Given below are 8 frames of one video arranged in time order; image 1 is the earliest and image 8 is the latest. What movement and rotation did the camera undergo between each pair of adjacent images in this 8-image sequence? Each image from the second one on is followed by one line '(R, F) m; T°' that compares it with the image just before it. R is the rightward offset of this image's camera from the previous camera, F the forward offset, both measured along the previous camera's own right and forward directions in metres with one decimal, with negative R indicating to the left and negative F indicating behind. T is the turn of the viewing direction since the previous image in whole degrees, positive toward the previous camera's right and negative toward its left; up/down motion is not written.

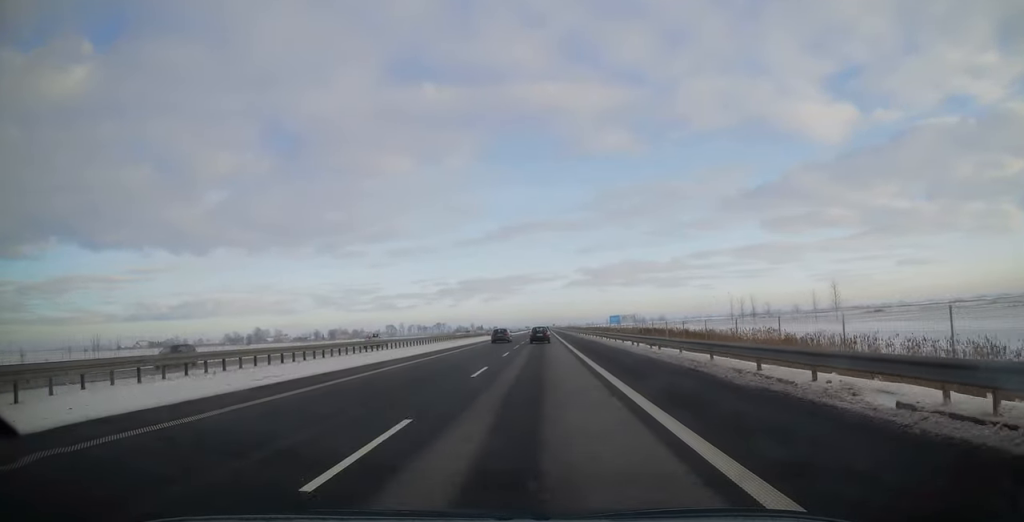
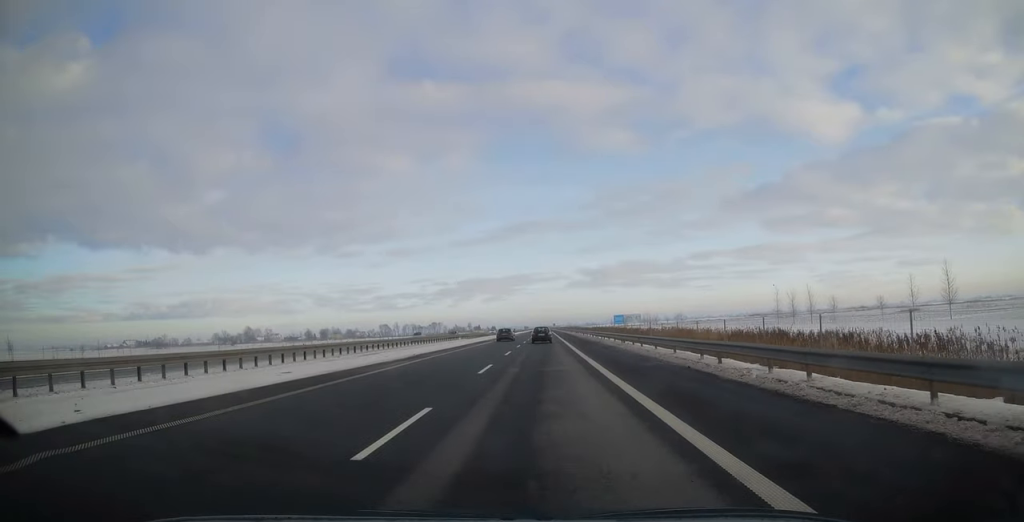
(0.0, +34.6) m; 0°
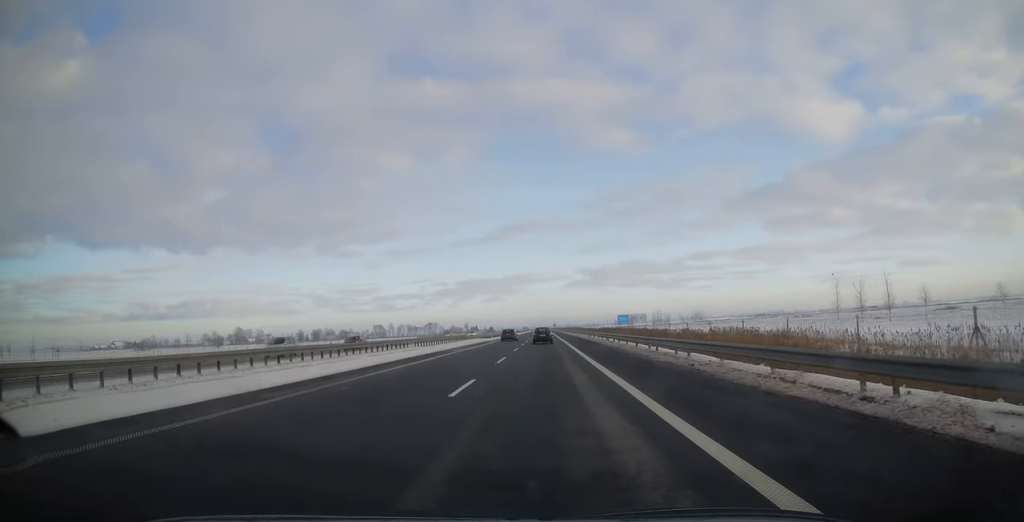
(-0.2, +29.8) m; 0°
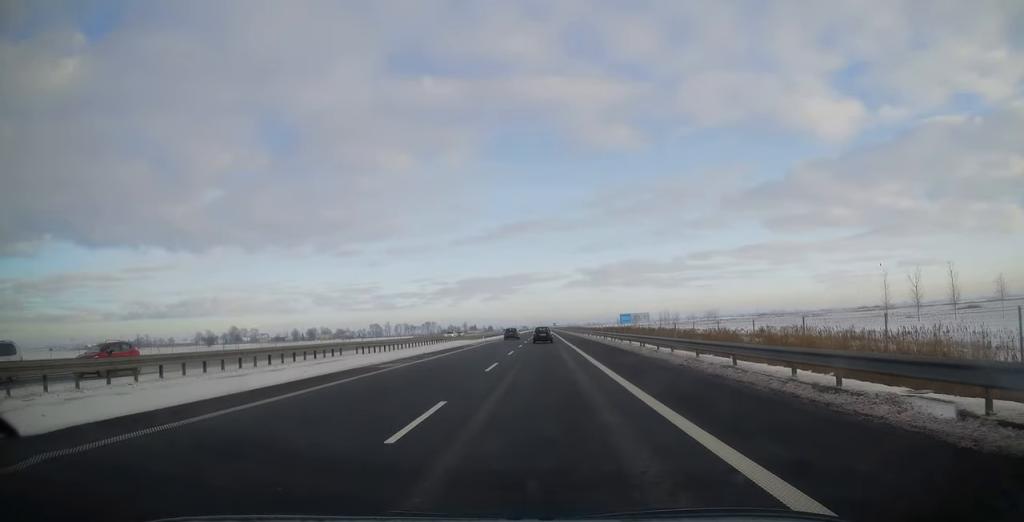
(0.0, +17.0) m; 0°
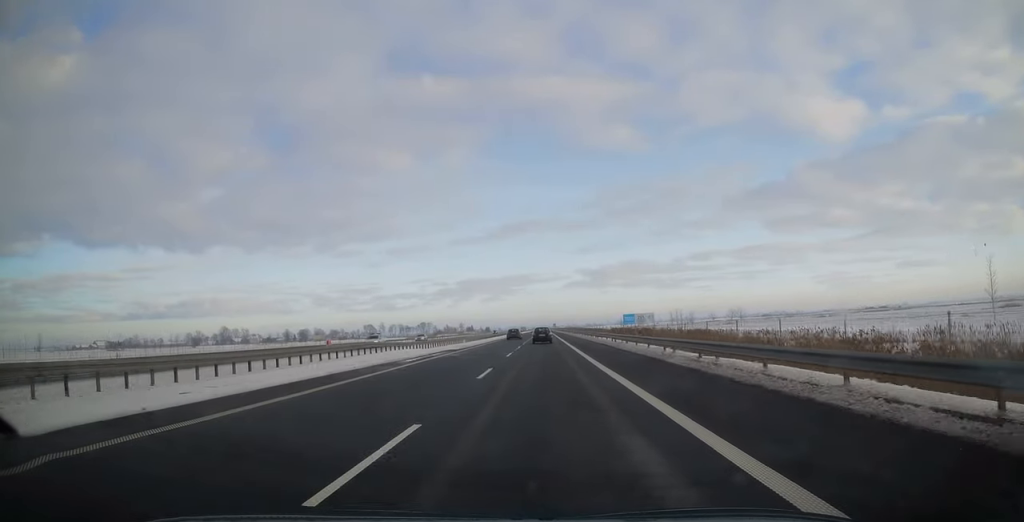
(0.0, +26.0) m; 0°
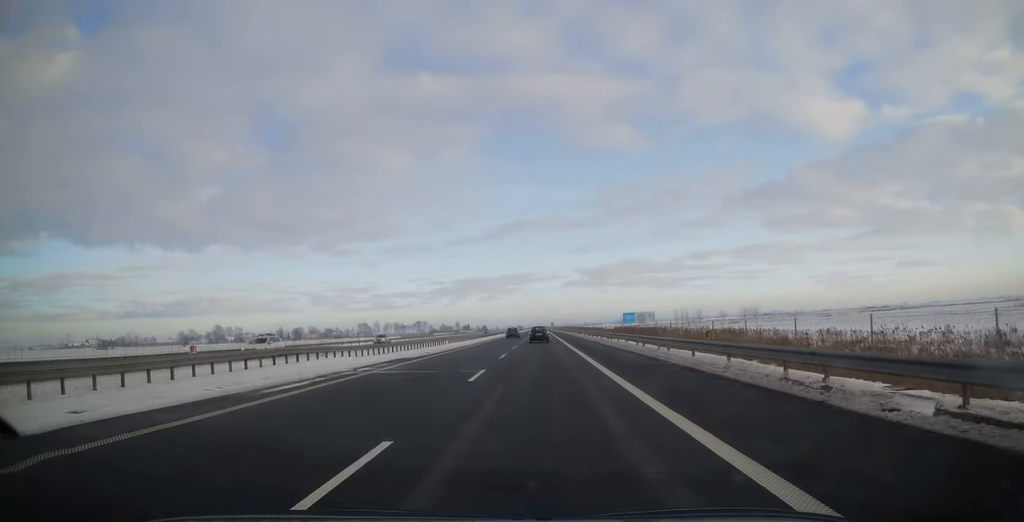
(0.0, +13.3) m; 0°
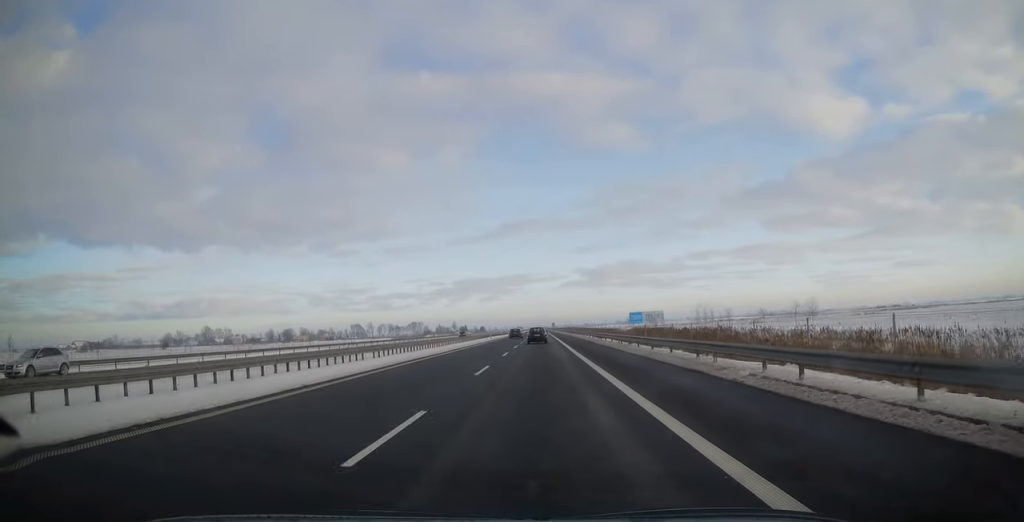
(+0.1, +32.9) m; +1°
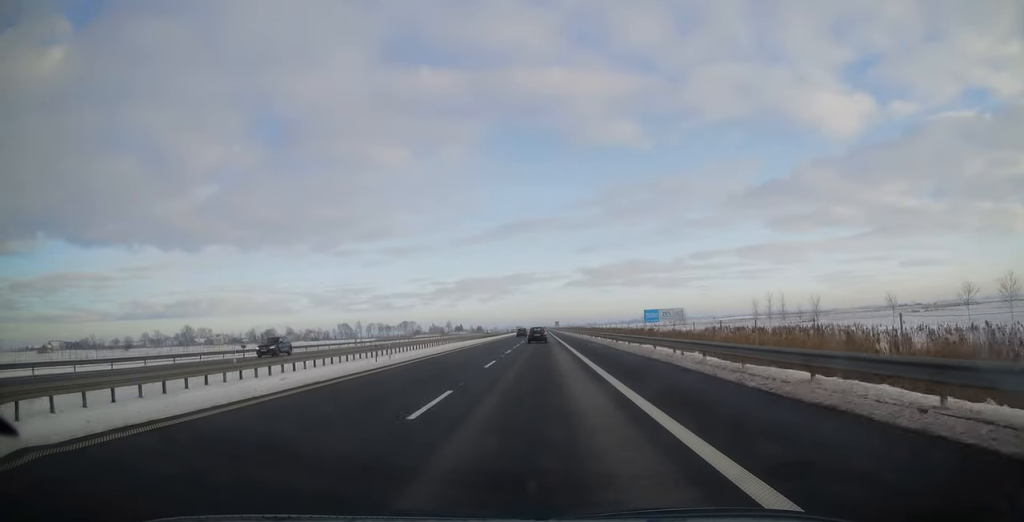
(-0.1, +56.3) m; -1°
